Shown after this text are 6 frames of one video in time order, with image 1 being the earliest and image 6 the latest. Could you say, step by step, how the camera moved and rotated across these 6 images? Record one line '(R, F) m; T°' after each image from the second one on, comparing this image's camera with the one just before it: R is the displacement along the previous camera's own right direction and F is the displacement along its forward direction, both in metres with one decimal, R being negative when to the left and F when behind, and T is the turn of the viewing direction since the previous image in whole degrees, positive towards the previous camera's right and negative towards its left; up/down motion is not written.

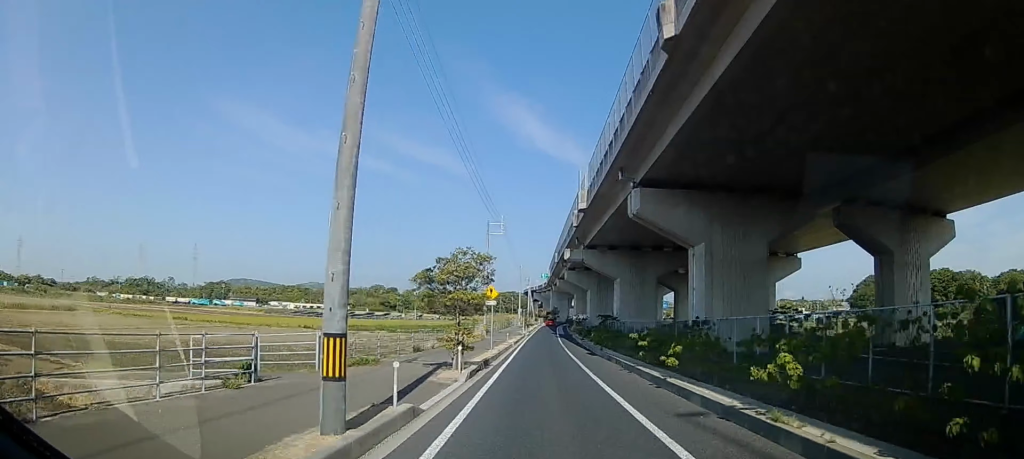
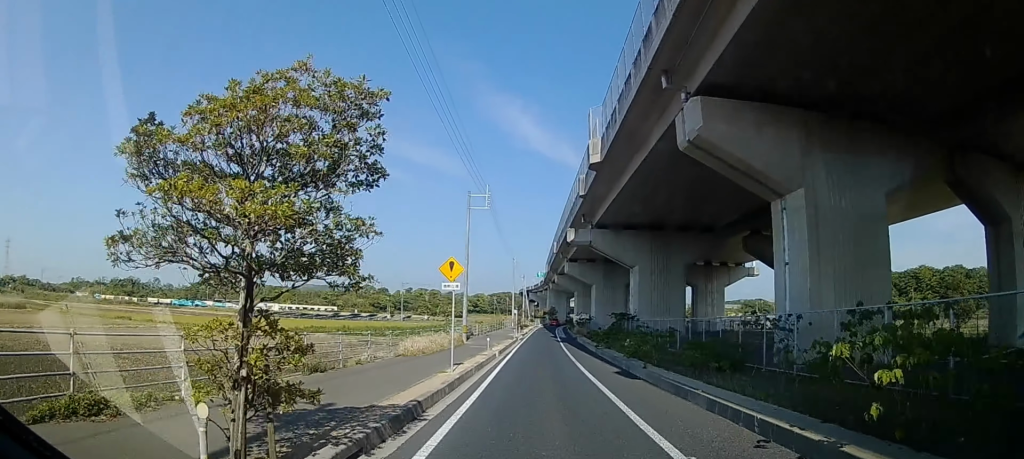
(0.0, +12.7) m; 0°
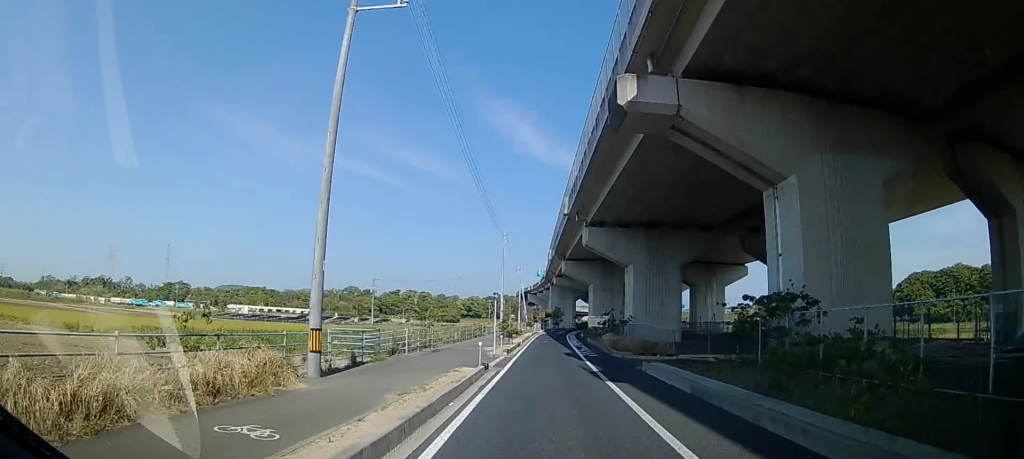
(+0.4, +28.7) m; +2°
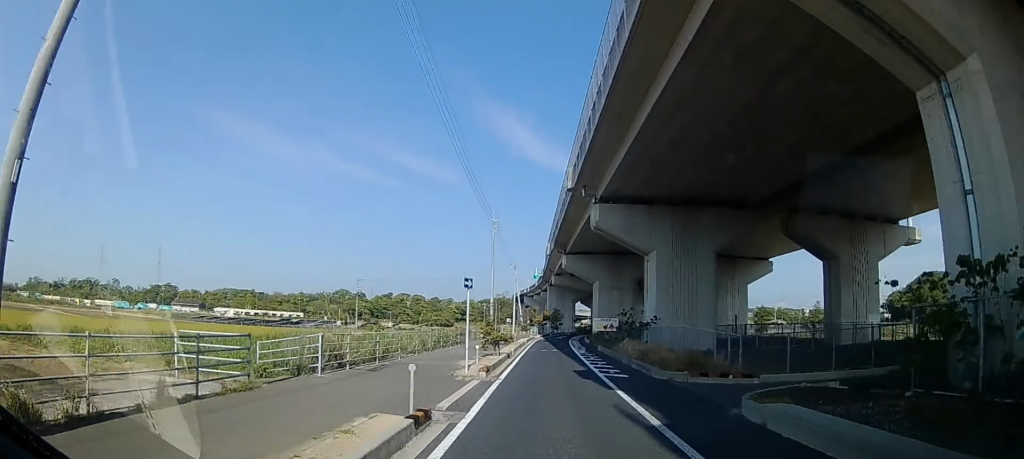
(+0.3, +9.0) m; 0°
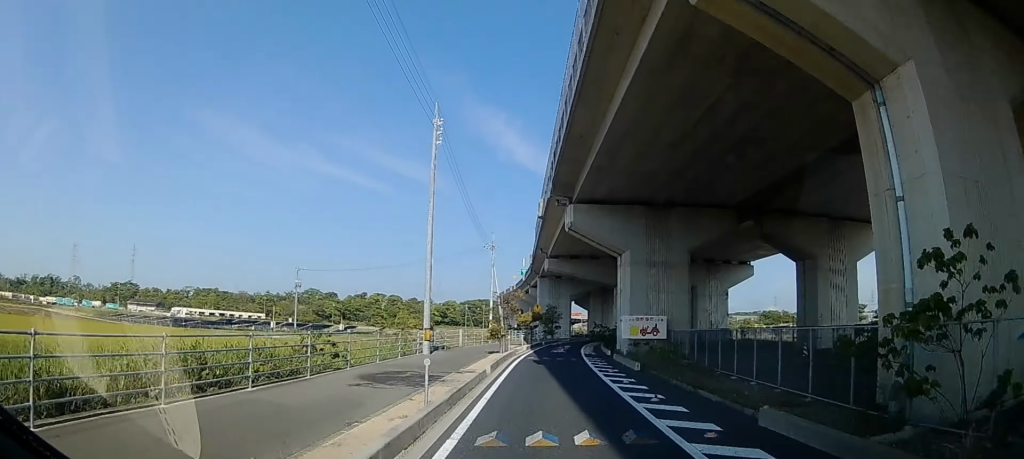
(-1.0, +27.3) m; 0°
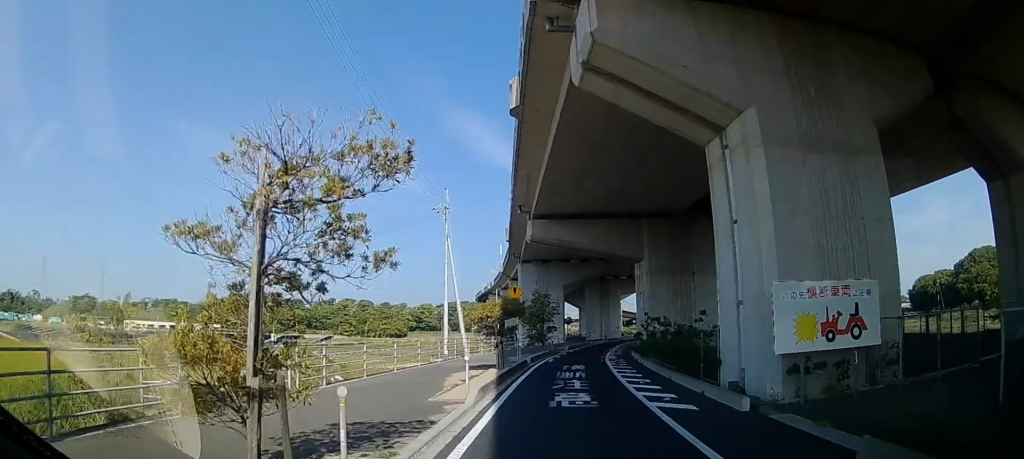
(+0.8, +23.9) m; +3°
